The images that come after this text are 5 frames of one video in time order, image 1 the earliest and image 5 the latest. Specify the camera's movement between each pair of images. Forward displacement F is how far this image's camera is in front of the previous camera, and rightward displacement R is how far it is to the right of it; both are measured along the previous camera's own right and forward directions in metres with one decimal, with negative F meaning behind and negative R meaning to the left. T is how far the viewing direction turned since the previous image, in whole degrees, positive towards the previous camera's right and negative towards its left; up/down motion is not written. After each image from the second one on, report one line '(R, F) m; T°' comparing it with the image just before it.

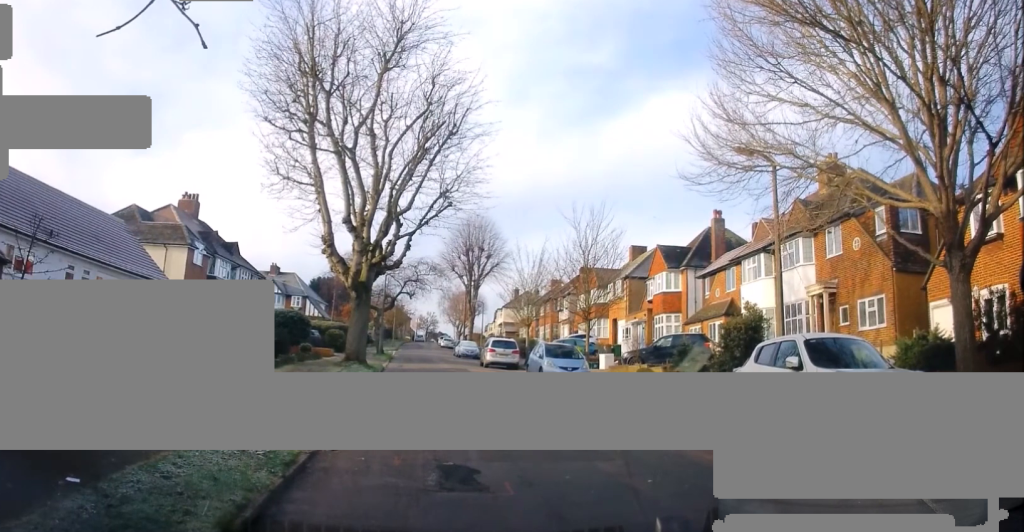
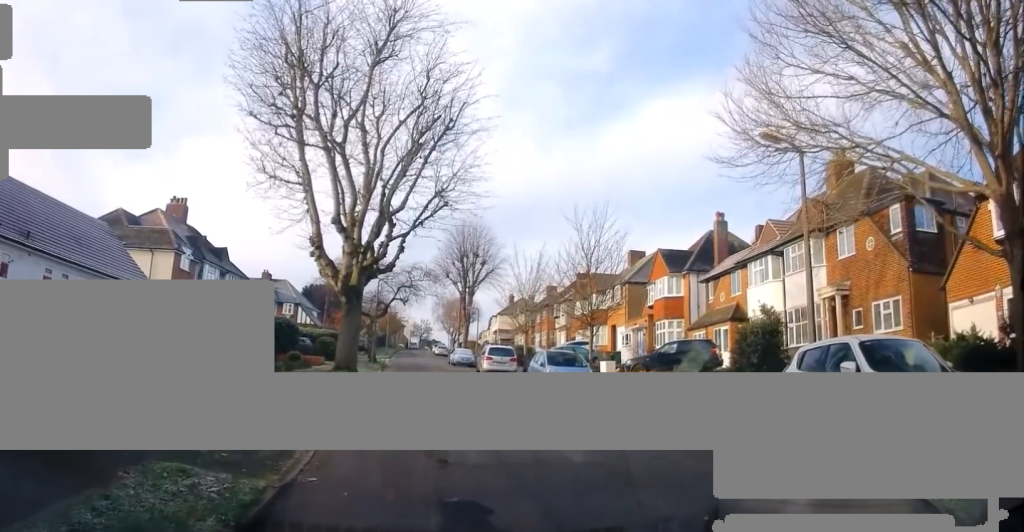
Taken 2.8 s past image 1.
(0.0, +0.4) m; -2°
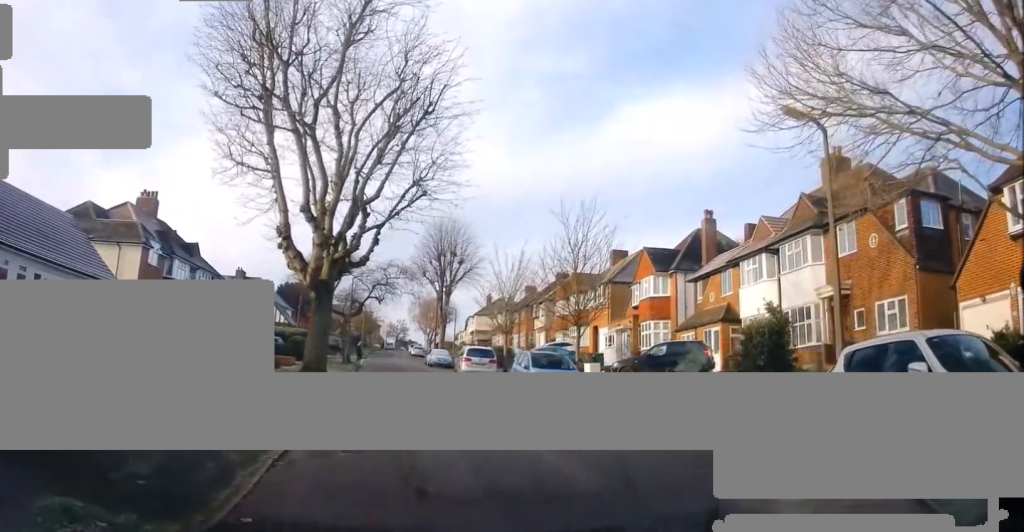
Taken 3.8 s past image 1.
(0.0, +1.4) m; -2°
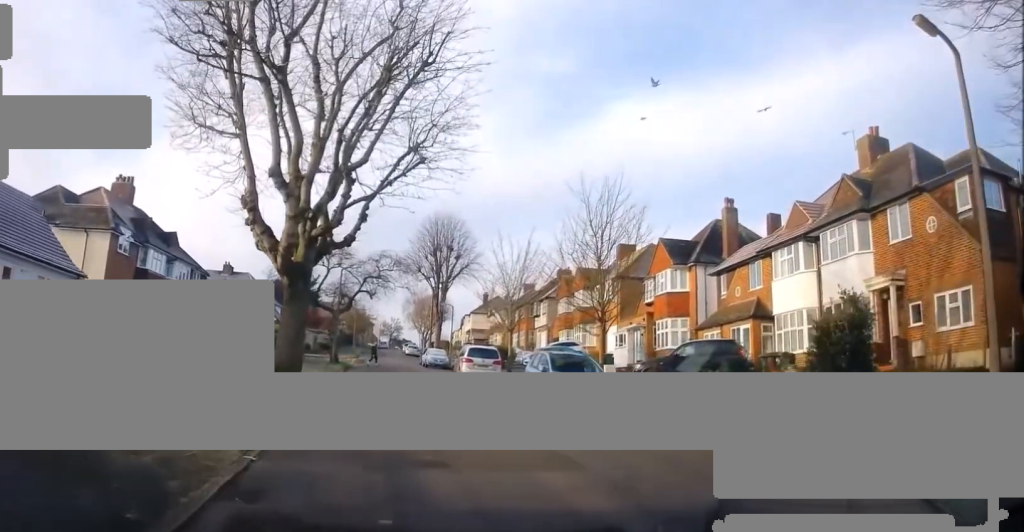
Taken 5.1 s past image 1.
(+0.1, +3.7) m; -2°
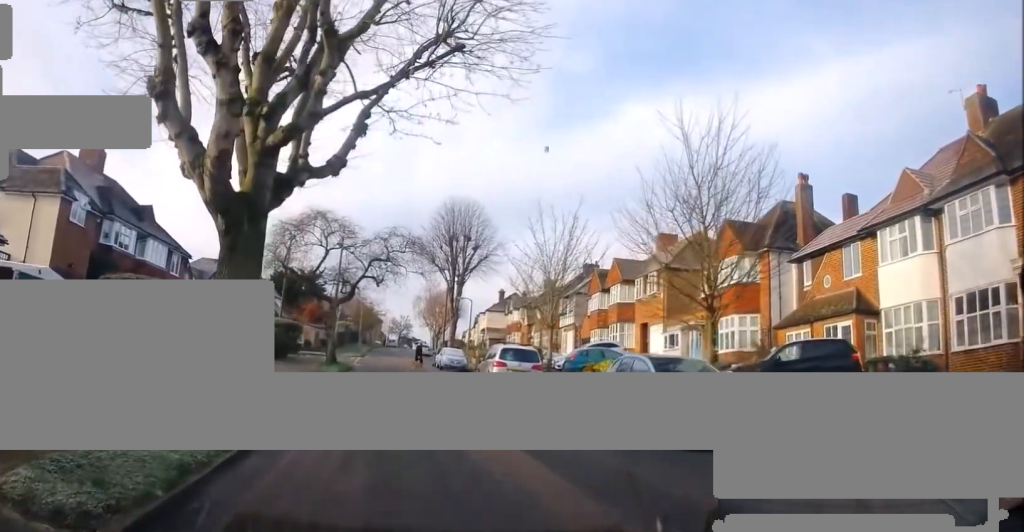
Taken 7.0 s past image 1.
(-0.6, +7.5) m; -1°
